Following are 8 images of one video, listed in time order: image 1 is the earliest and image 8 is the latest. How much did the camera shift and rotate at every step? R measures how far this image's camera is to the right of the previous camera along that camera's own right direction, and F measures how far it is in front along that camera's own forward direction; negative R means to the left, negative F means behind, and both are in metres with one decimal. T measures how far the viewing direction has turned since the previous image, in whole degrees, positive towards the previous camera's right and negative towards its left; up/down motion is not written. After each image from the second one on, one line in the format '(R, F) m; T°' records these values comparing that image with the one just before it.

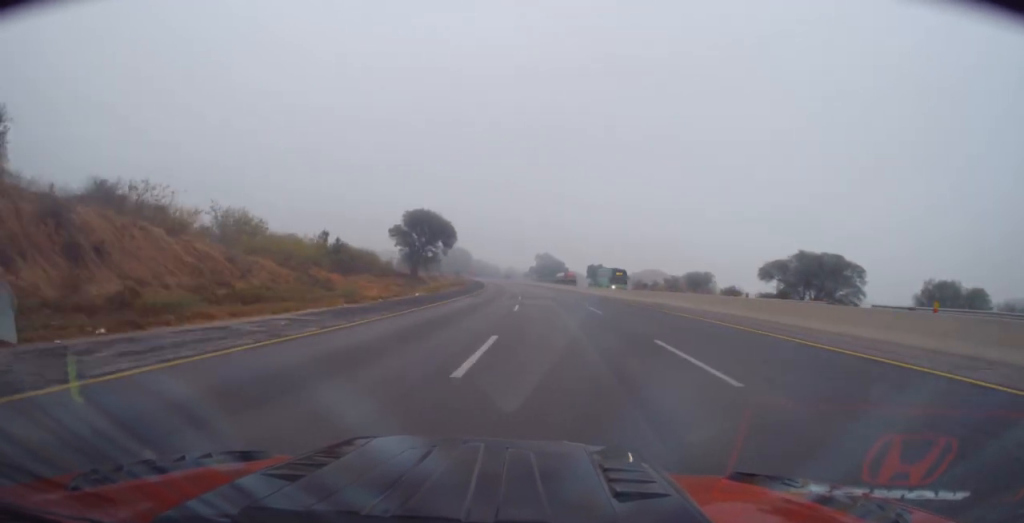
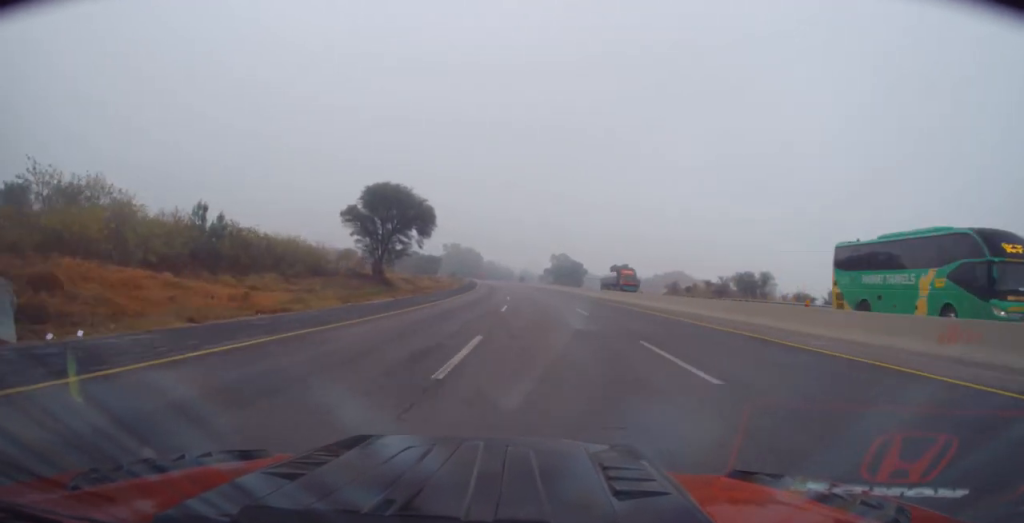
(-0.7, +33.0) m; -2°
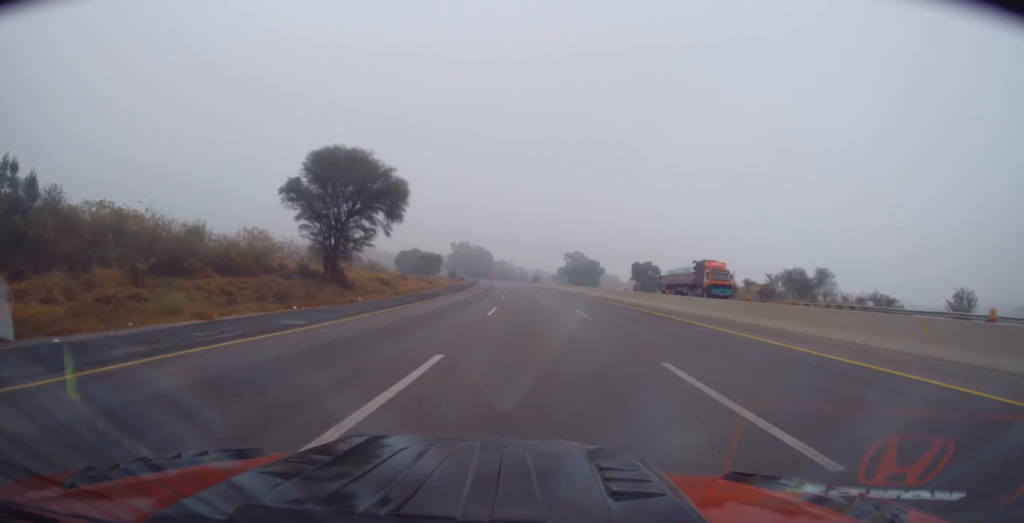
(-0.3, +21.7) m; -2°
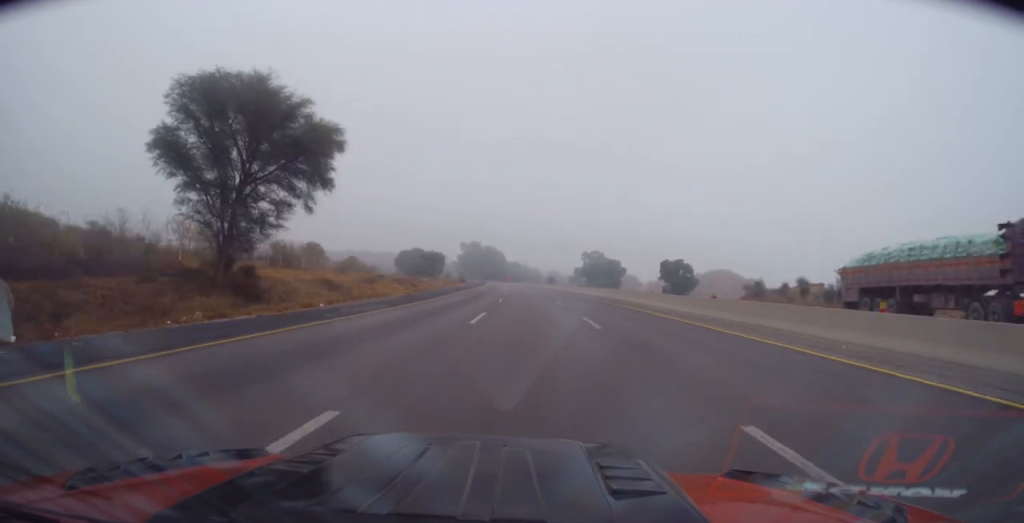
(-0.4, +22.4) m; -1°
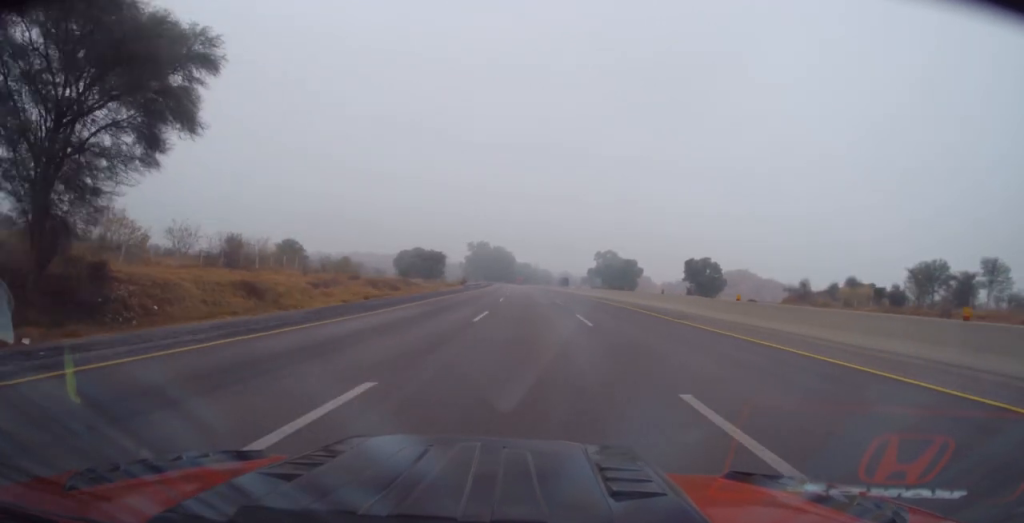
(+0.1, +16.1) m; -1°
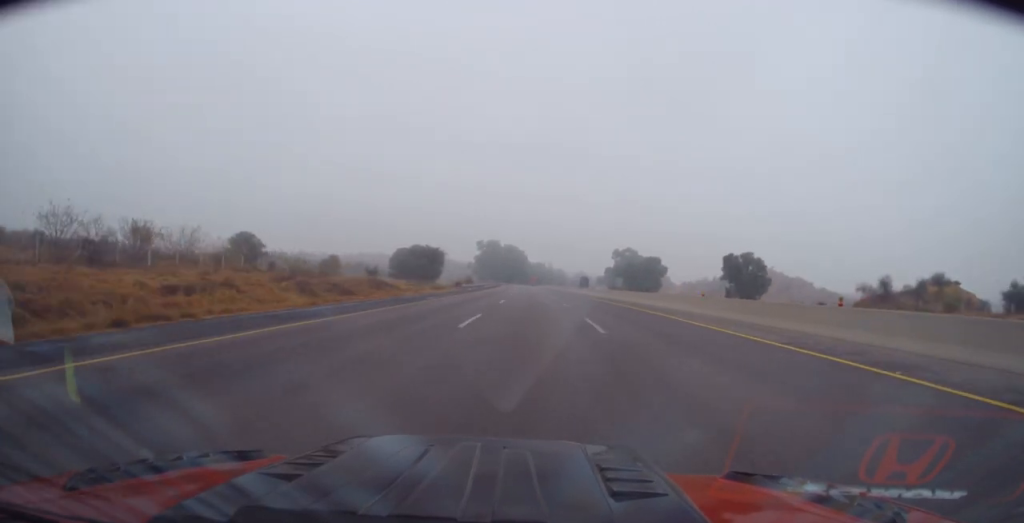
(-0.4, +21.1) m; -1°
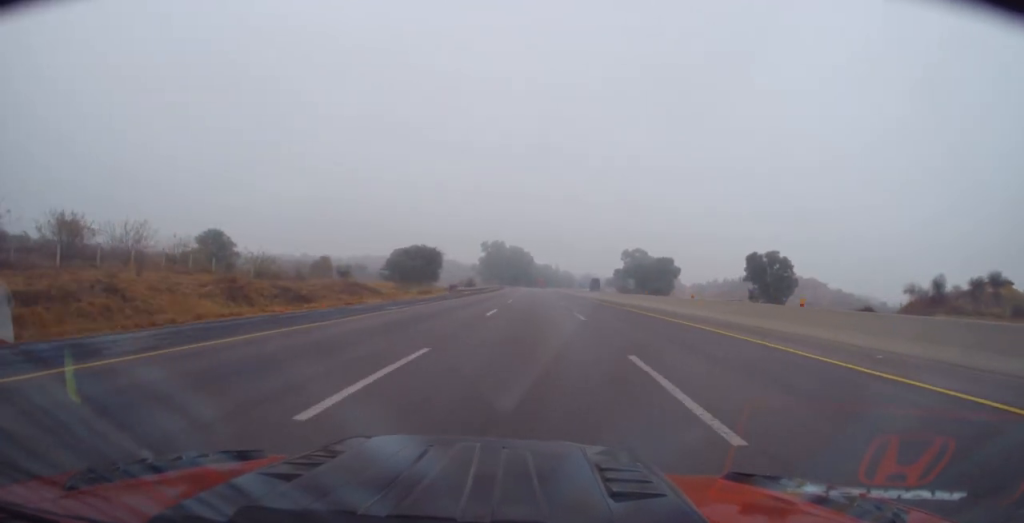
(0.0, +10.5) m; 0°
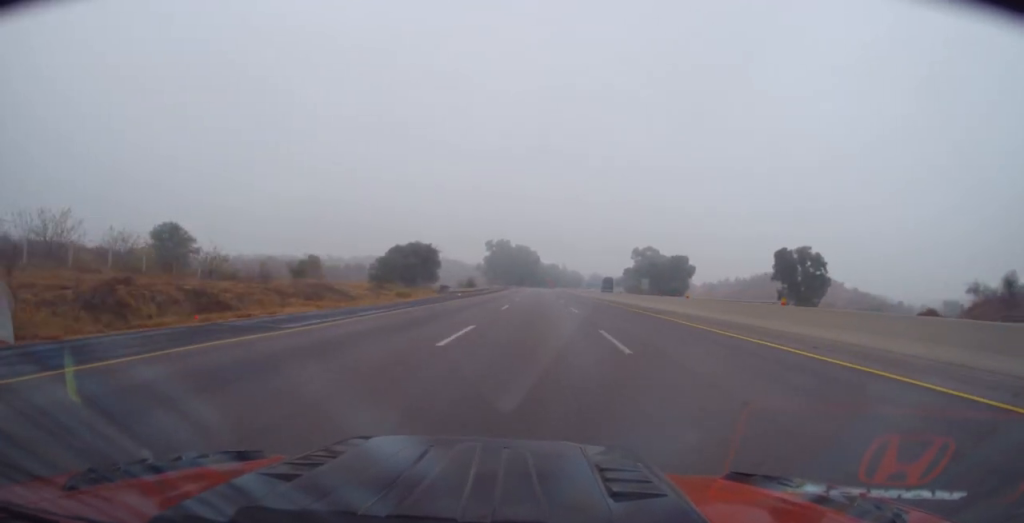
(+0.1, +11.3) m; 0°
